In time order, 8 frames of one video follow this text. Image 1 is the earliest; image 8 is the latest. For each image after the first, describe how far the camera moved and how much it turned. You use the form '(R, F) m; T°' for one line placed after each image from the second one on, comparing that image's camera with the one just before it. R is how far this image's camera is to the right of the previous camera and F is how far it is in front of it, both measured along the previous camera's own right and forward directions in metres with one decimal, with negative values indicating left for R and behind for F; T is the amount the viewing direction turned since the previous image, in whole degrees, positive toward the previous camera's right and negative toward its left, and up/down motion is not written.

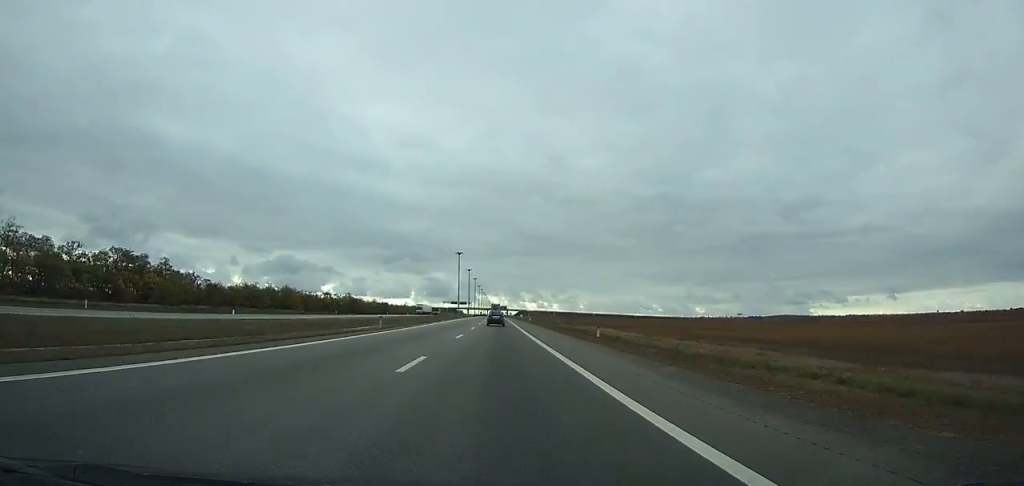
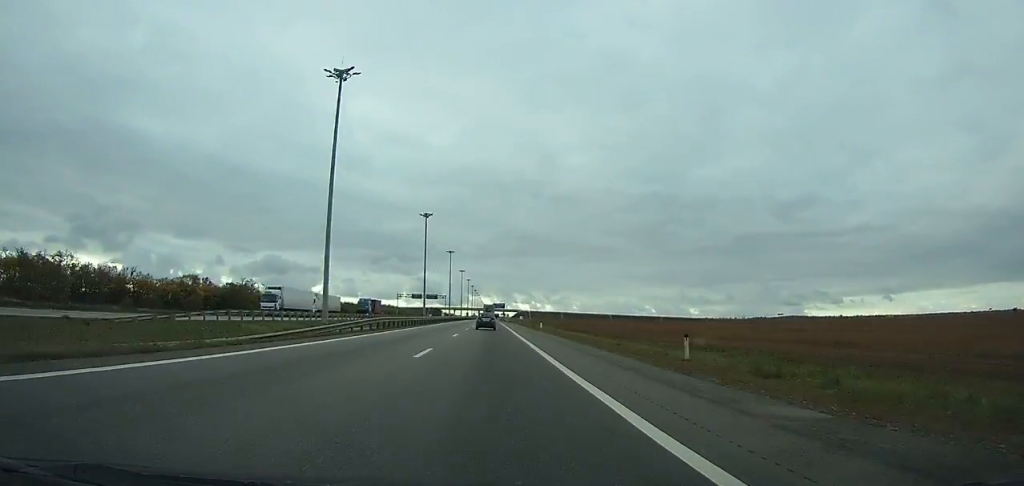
(+0.2, +140.2) m; 0°
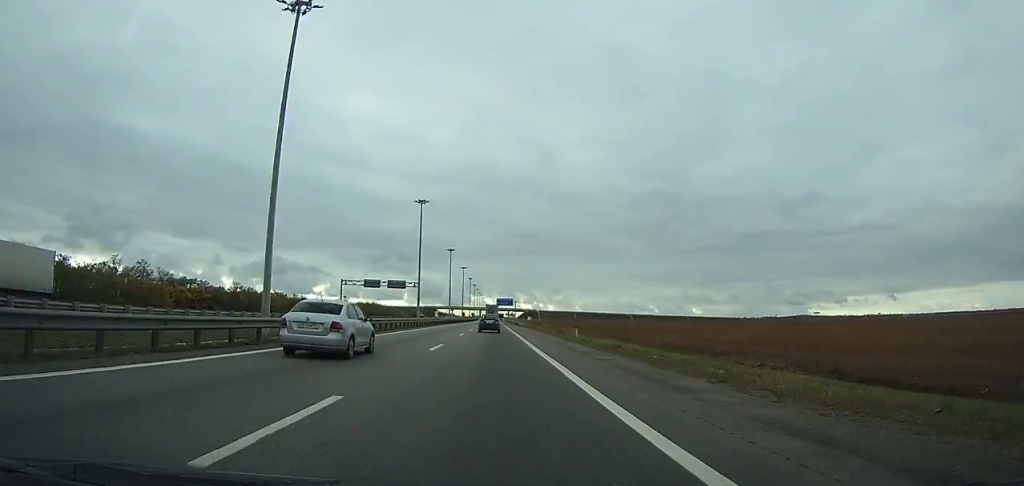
(+0.1, +77.1) m; 0°
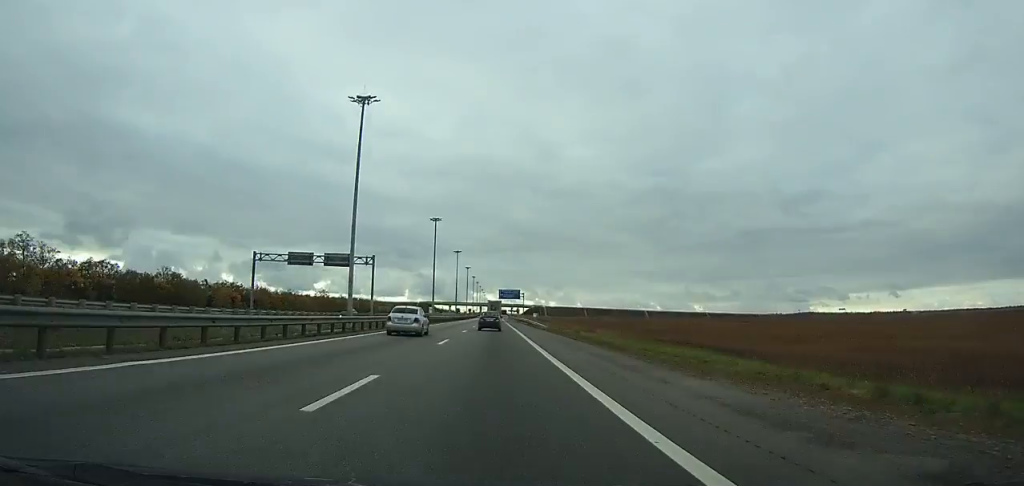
(-0.1, +45.8) m; 0°
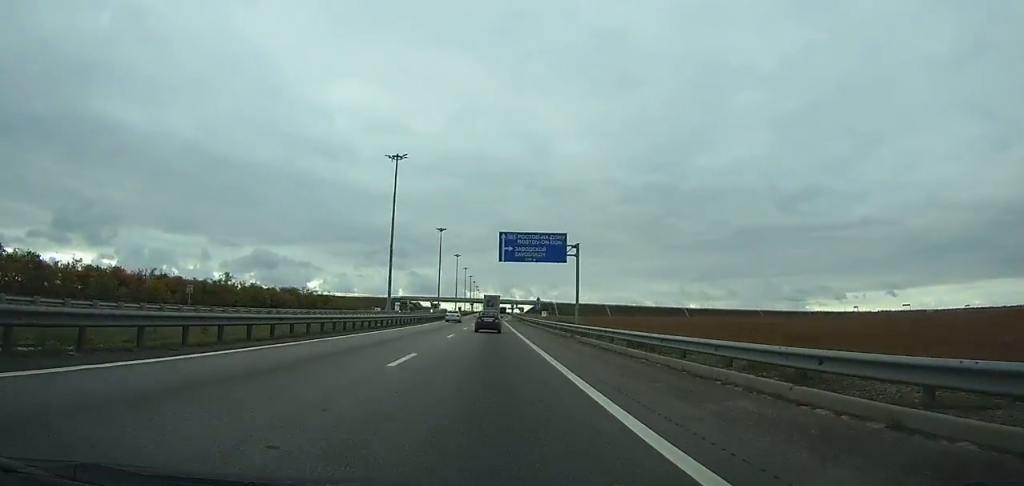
(0.0, +108.0) m; 0°
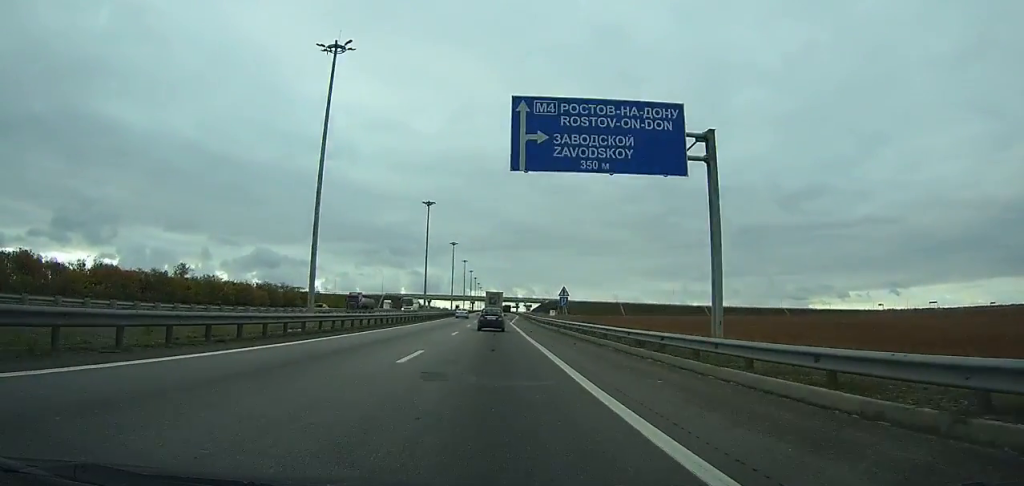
(+0.1, +30.2) m; 0°
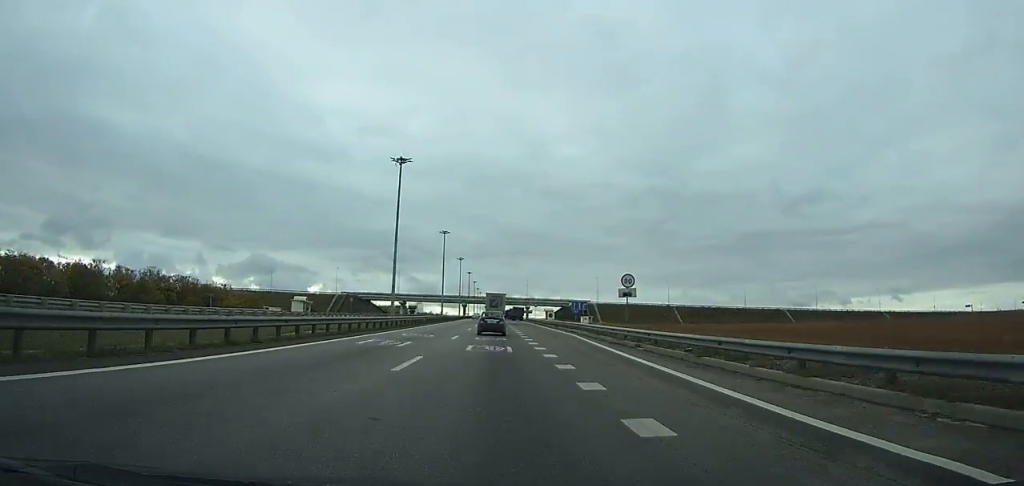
(+0.2, +100.5) m; 0°
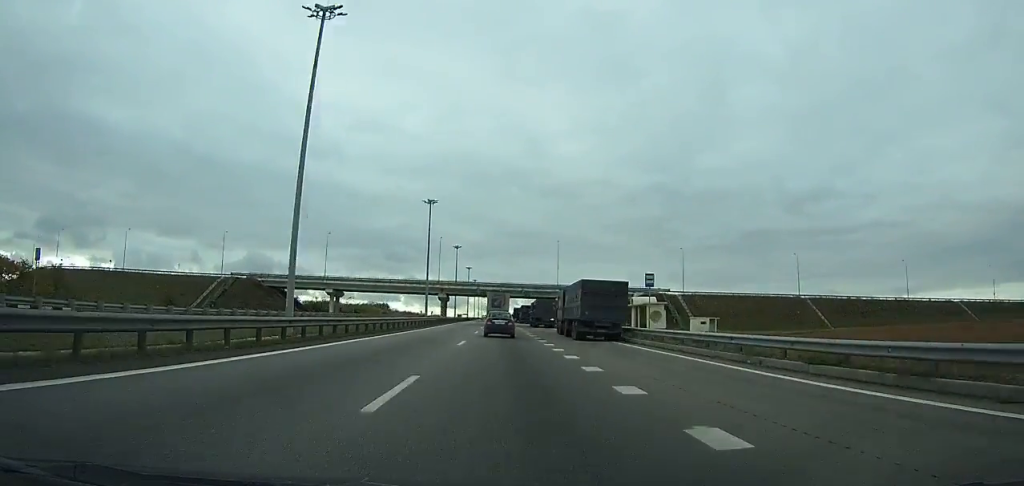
(-0.6, +102.1) m; 0°
